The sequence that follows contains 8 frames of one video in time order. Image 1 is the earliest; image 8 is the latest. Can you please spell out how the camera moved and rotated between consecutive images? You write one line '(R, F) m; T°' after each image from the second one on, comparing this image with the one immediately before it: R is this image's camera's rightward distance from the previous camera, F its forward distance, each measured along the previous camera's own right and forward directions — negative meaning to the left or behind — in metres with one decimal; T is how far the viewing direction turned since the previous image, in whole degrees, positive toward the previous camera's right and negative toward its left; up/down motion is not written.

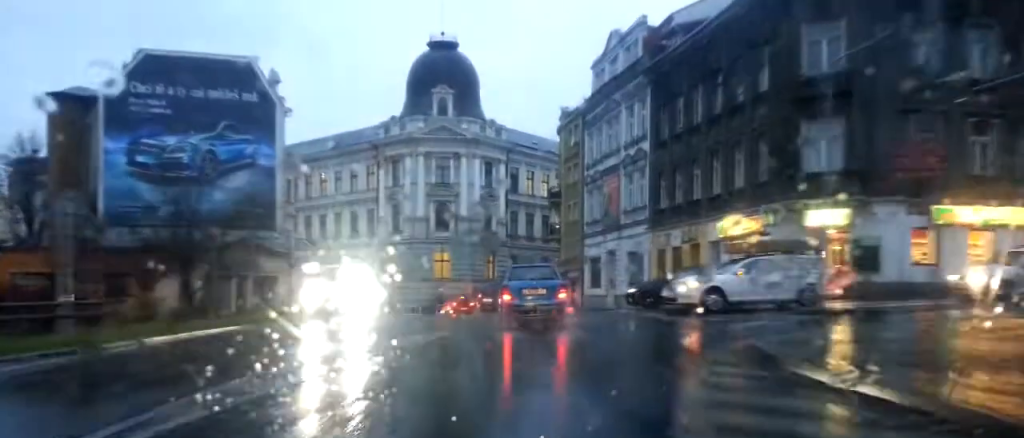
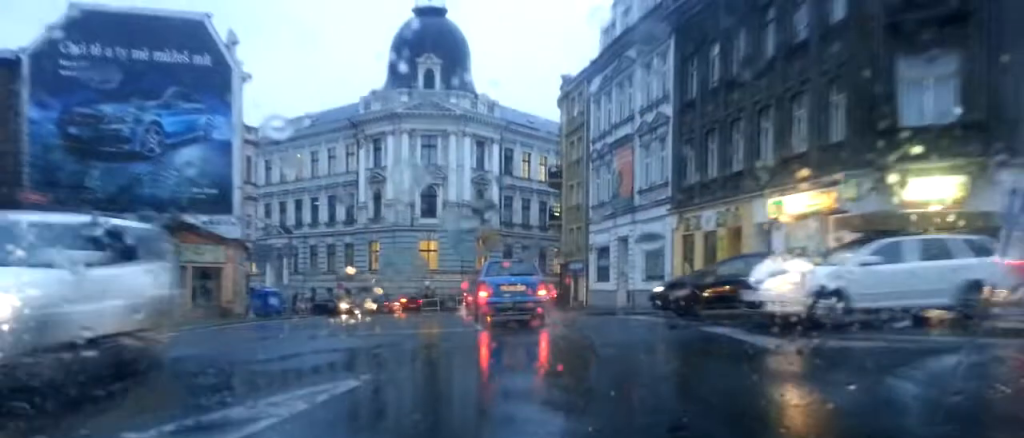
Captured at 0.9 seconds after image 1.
(0.0, +8.1) m; +2°
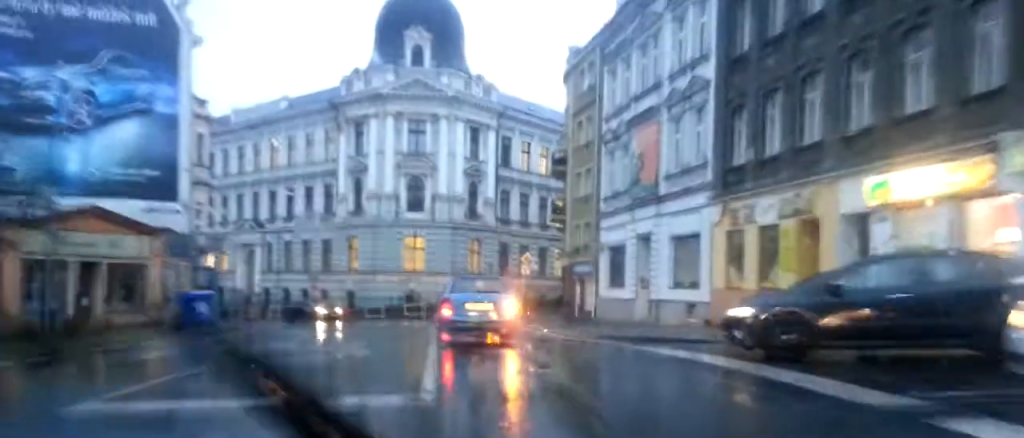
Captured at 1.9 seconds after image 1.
(+0.3, +8.5) m; +3°
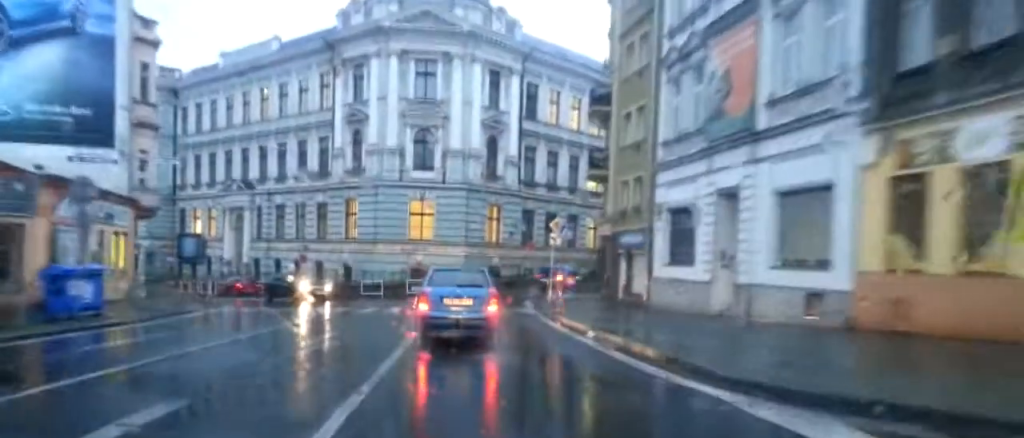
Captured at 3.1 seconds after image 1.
(+0.4, +11.2) m; +1°
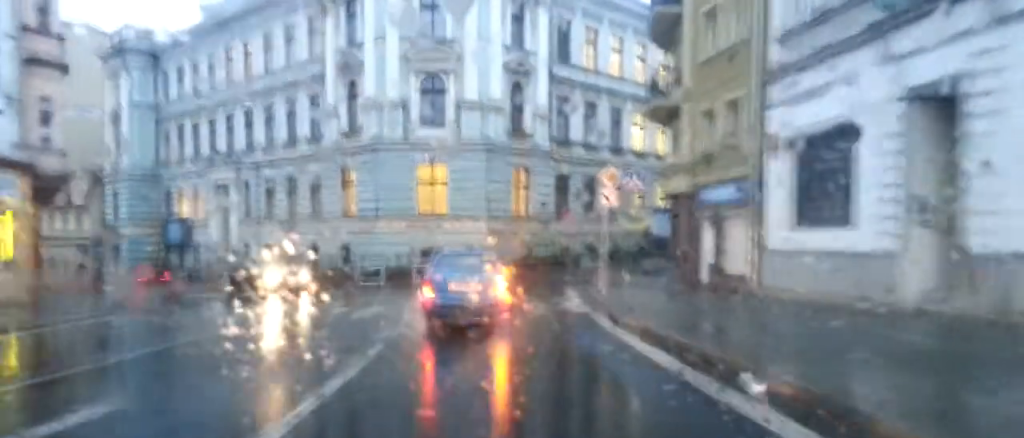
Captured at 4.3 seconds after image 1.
(-0.5, +11.6) m; -5°
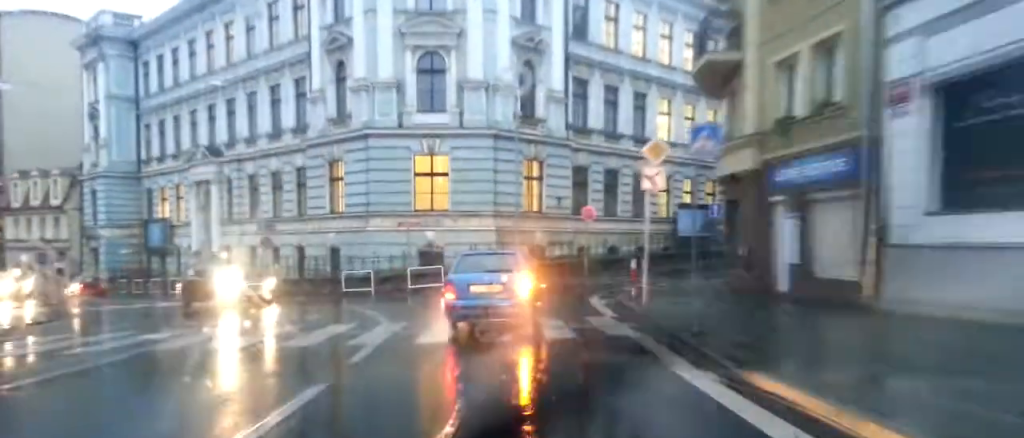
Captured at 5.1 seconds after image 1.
(-0.1, +6.6) m; -2°
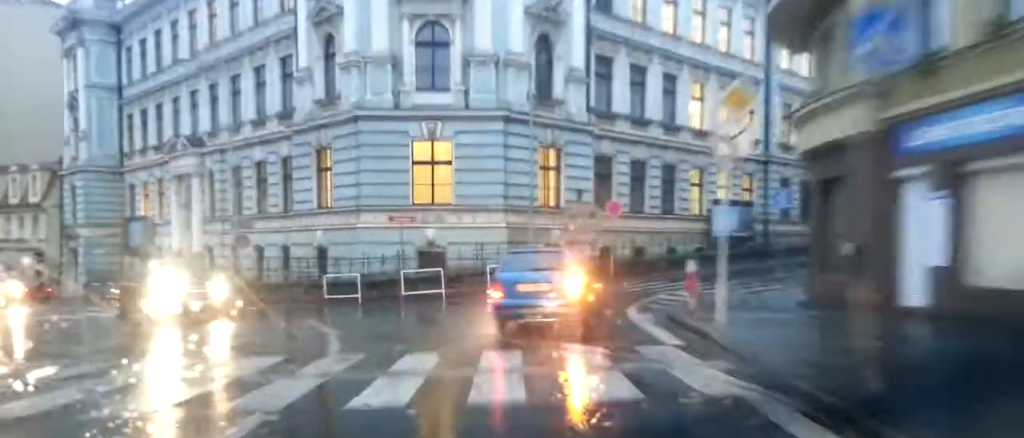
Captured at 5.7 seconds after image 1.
(-0.1, +6.0) m; 0°
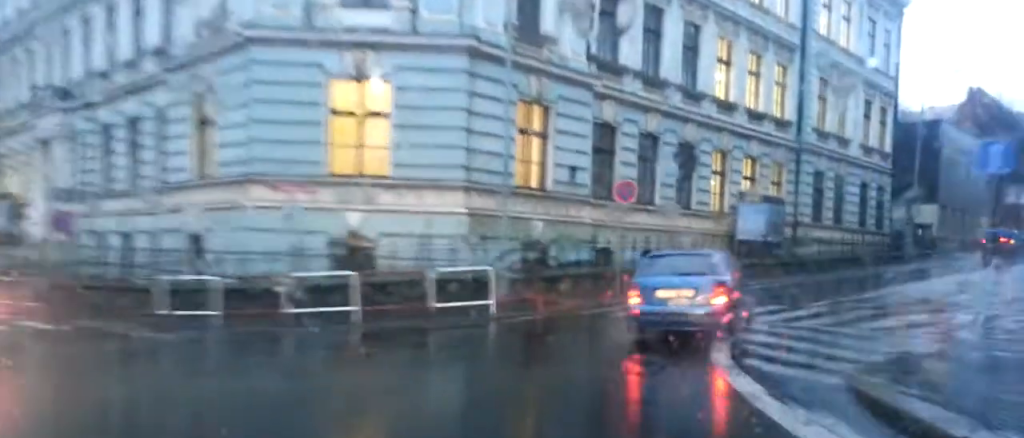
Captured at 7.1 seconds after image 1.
(+0.2, +11.9) m; +7°
